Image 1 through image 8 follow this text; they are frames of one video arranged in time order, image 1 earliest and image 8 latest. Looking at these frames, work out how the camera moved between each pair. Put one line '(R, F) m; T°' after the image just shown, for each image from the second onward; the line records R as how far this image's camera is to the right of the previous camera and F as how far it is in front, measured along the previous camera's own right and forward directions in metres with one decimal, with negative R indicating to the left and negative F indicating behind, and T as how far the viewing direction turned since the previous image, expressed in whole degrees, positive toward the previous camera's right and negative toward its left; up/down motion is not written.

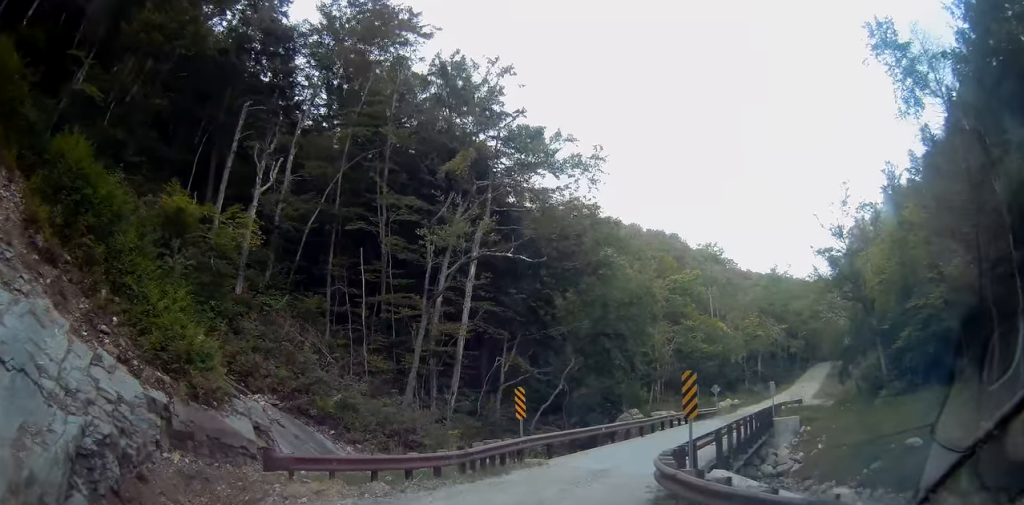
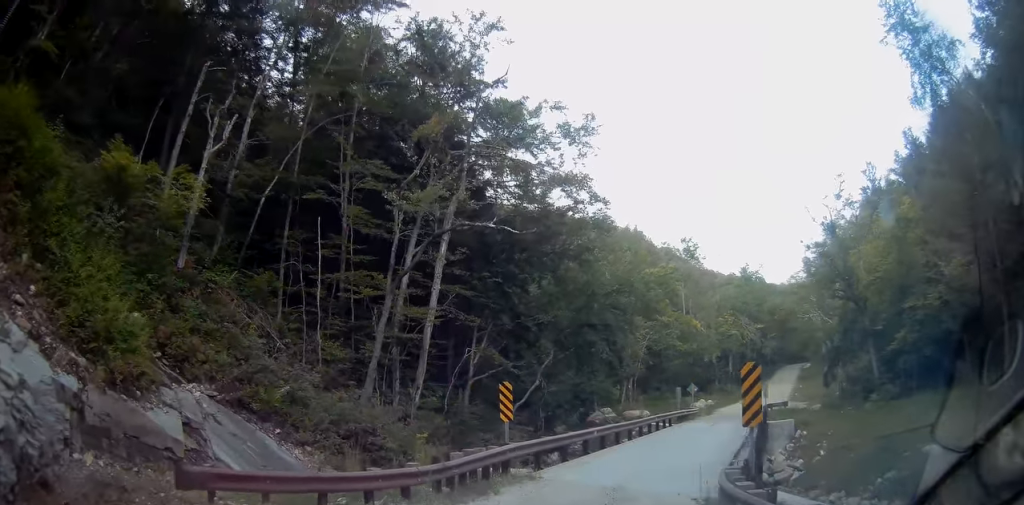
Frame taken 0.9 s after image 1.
(0.0, +3.8) m; +2°
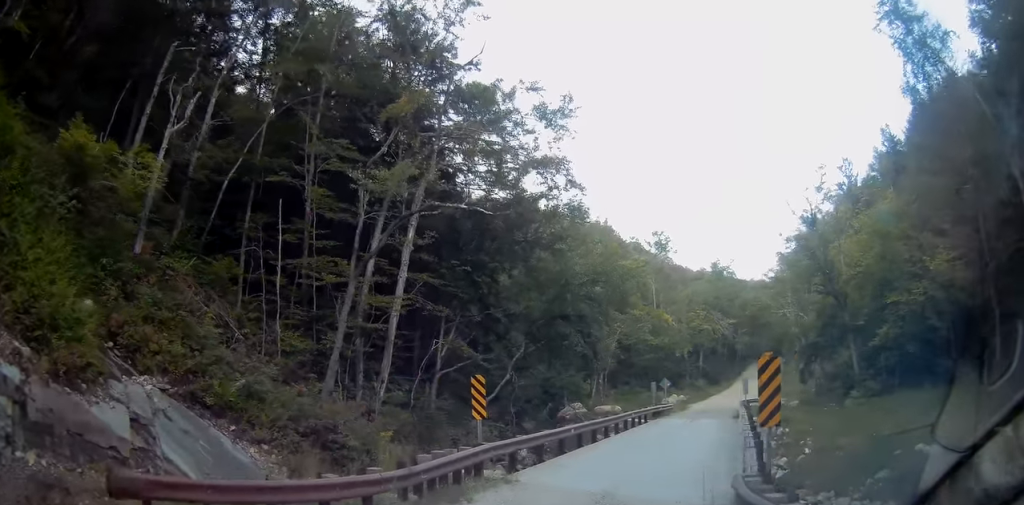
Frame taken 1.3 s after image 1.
(0.0, +1.6) m; +1°
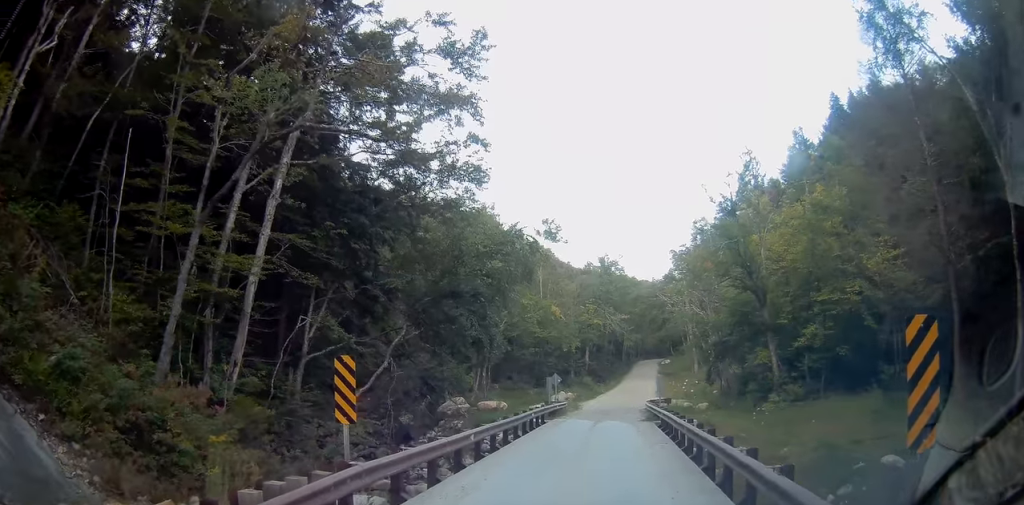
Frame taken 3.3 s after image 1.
(+0.4, +5.6) m; +10°
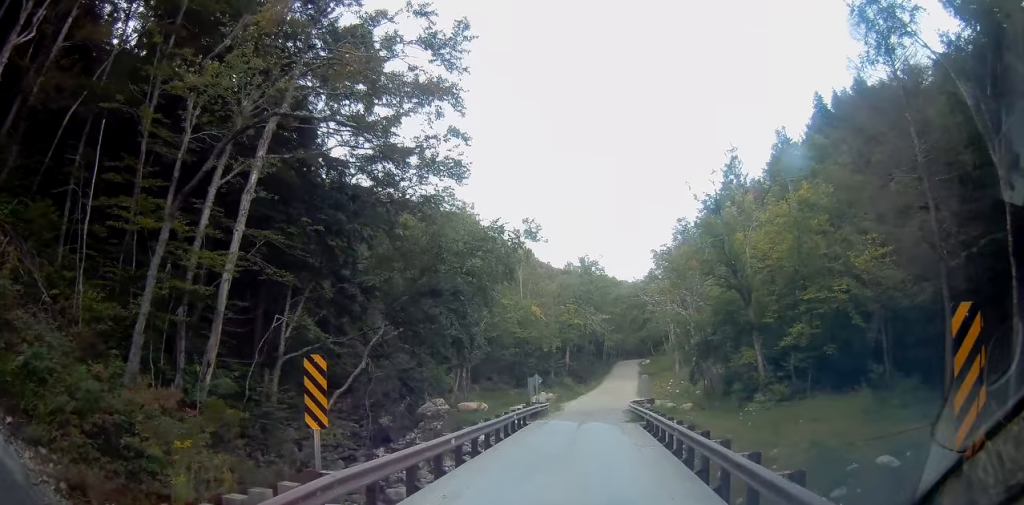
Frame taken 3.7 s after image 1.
(+0.1, +0.9) m; +3°
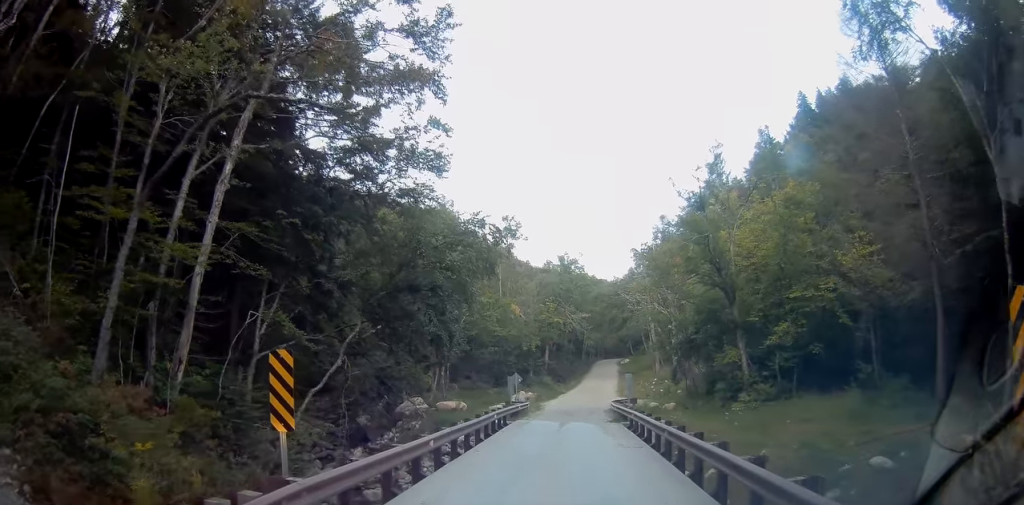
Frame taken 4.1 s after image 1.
(0.0, +0.9) m; +2°
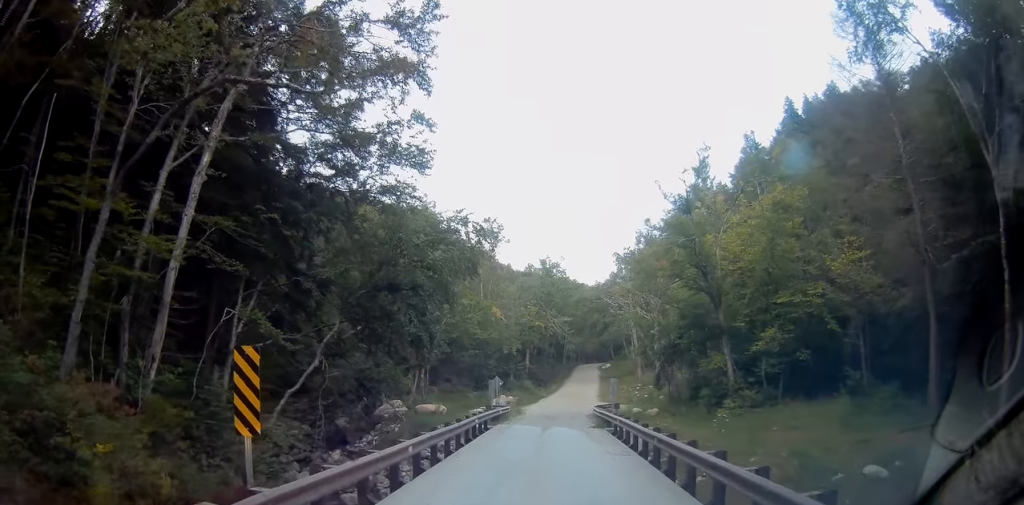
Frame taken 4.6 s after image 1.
(0.0, +0.7) m; -1°
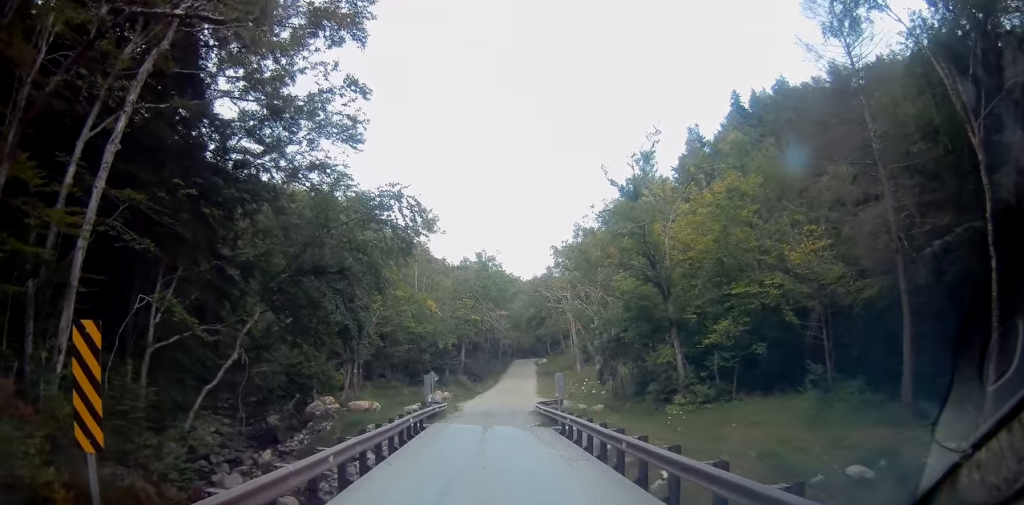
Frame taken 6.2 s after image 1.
(-0.1, +2.7) m; +2°
